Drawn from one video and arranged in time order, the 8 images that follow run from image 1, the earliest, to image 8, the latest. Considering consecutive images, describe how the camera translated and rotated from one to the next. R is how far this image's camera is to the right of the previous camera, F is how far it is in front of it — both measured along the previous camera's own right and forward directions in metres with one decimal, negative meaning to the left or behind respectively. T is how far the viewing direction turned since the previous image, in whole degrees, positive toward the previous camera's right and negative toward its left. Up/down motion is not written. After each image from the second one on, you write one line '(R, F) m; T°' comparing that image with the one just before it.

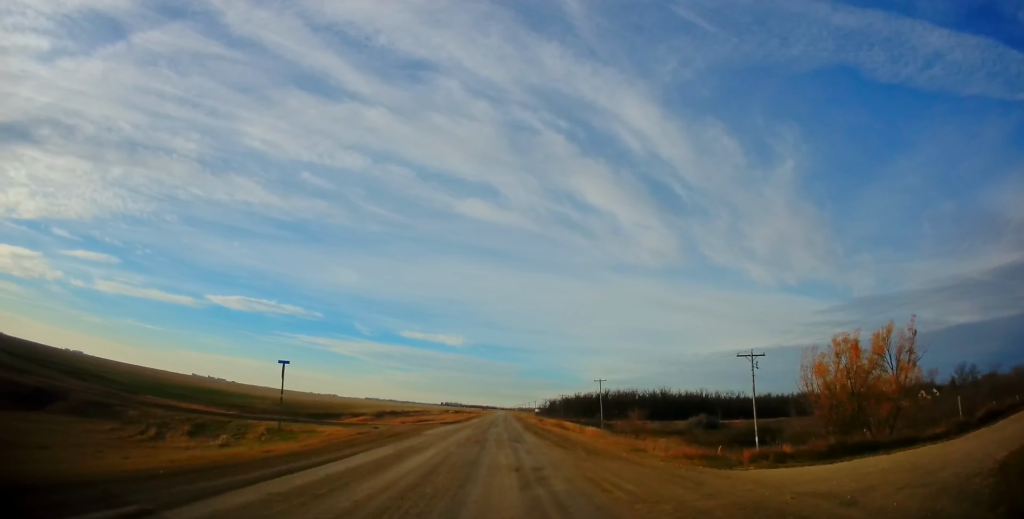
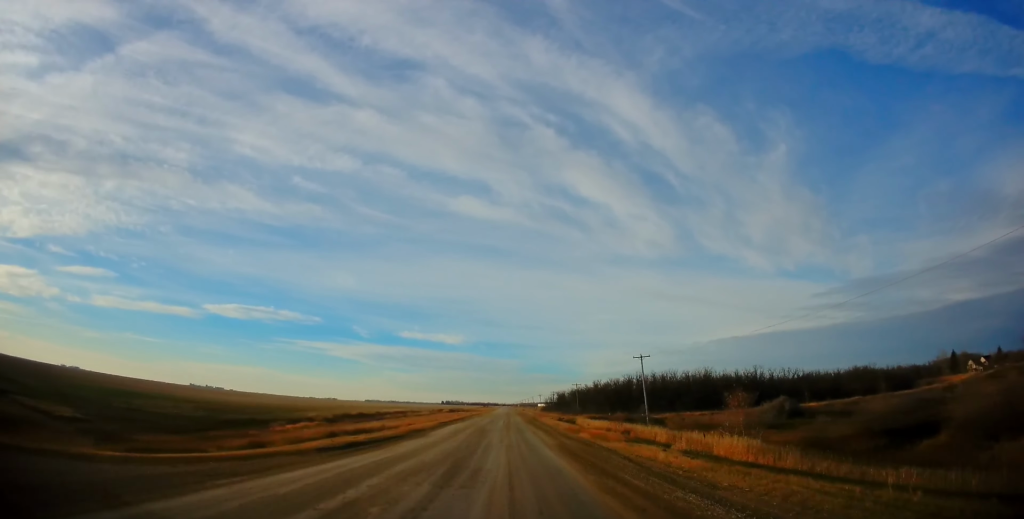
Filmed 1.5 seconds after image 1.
(+0.5, +35.2) m; +1°
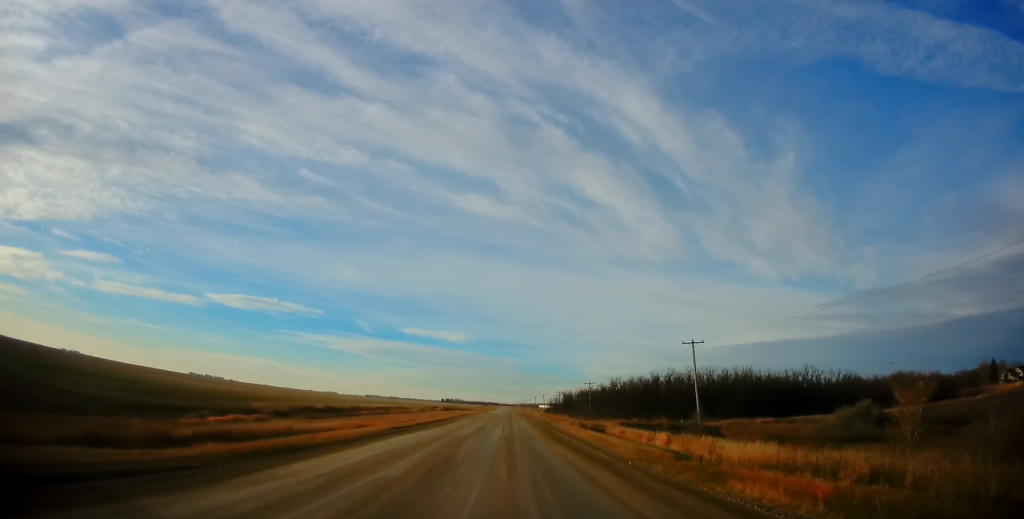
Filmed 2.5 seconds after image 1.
(-0.2, +21.4) m; 0°
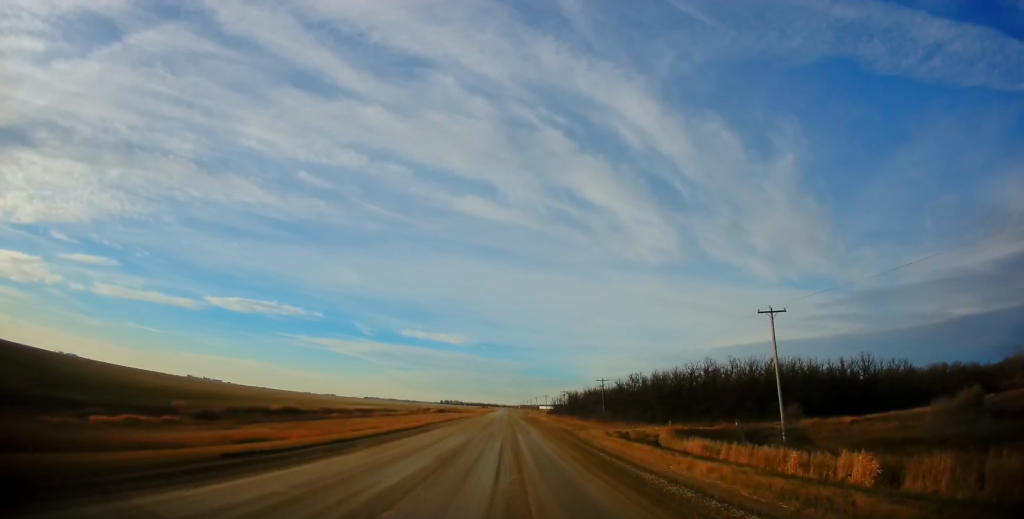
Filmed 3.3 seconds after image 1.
(0.0, +18.3) m; 0°
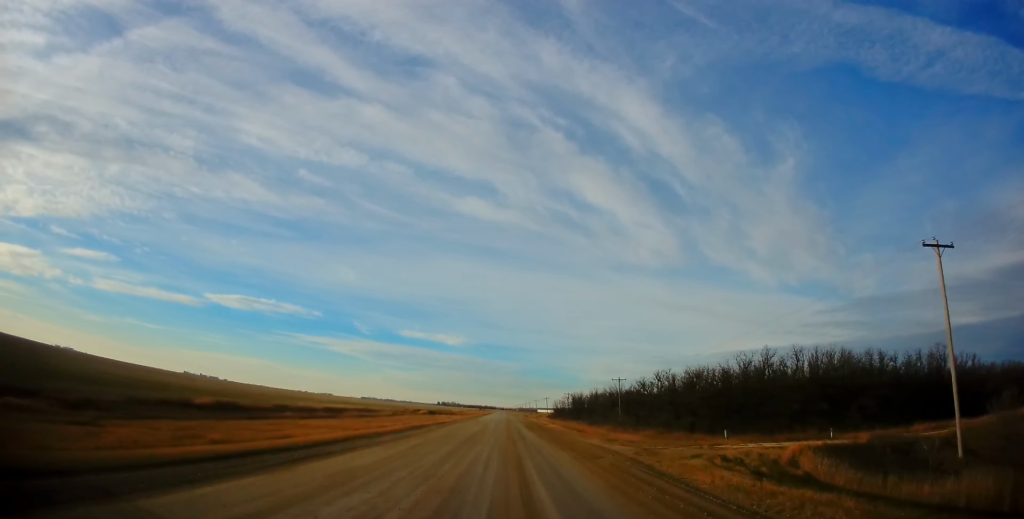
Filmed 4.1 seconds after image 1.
(-0.1, +17.9) m; 0°
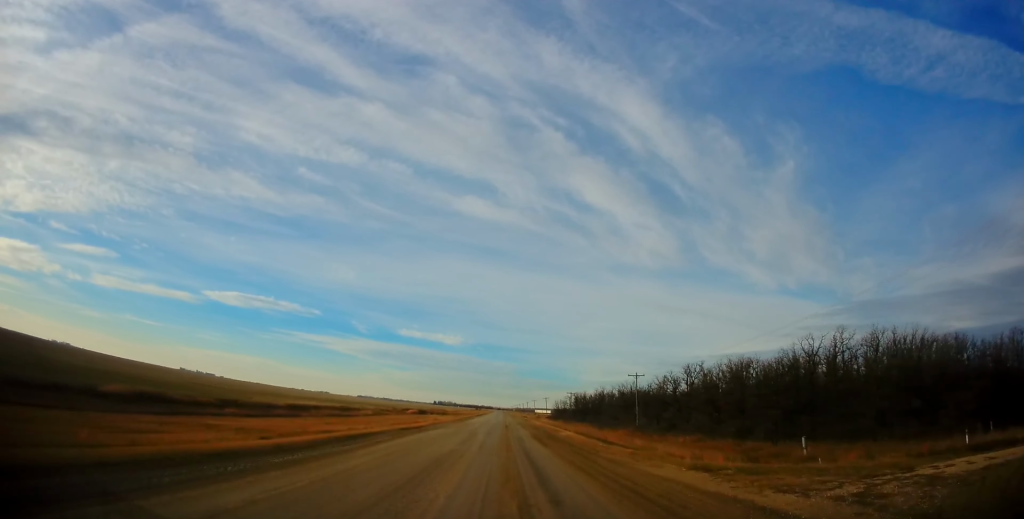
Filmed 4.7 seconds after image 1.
(0.0, +14.0) m; 0°
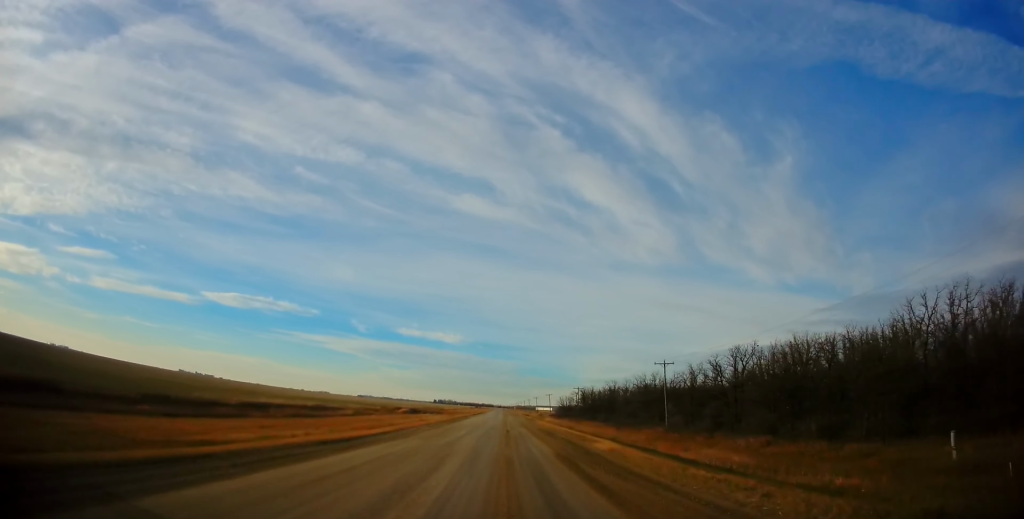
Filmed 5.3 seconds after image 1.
(+0.2, +13.9) m; 0°
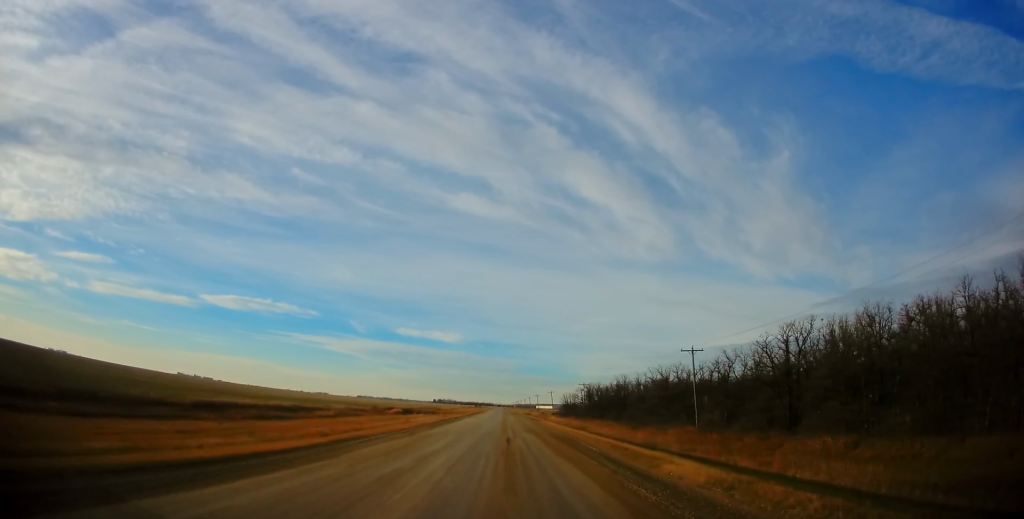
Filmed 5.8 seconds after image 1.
(-0.1, +9.6) m; 0°
